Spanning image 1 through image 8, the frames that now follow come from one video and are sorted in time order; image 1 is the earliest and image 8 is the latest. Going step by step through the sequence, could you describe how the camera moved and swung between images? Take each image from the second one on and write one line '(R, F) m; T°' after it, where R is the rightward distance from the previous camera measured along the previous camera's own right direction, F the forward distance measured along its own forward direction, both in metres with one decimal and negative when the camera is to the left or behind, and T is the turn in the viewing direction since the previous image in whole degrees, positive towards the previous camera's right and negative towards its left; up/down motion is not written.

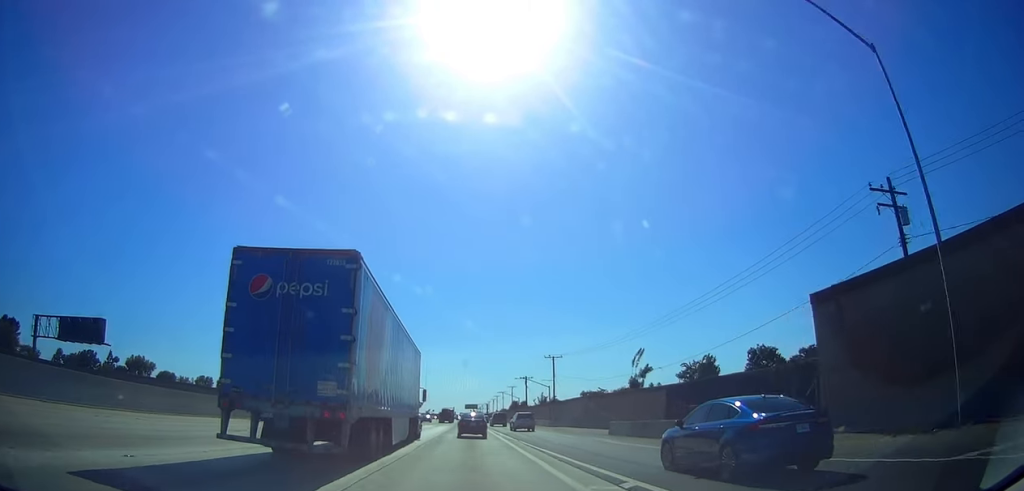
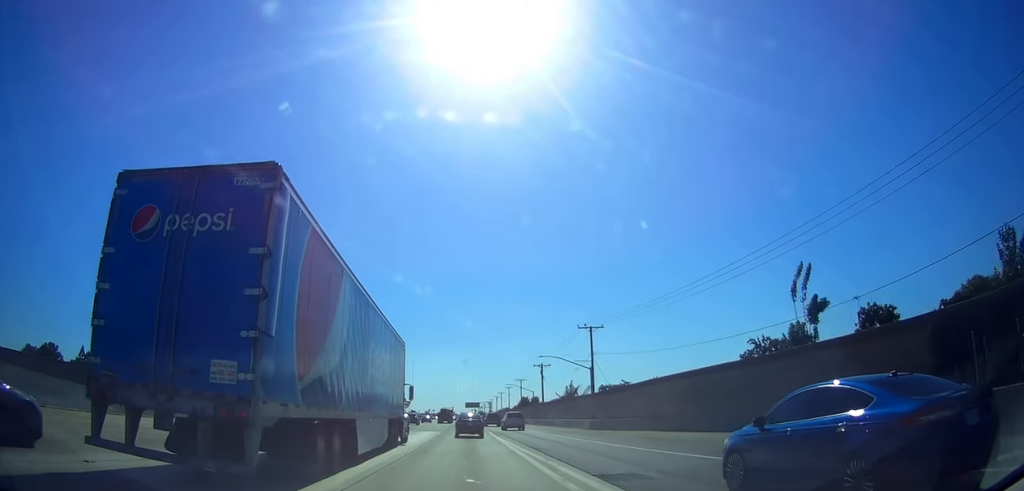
(0.0, +29.4) m; 0°
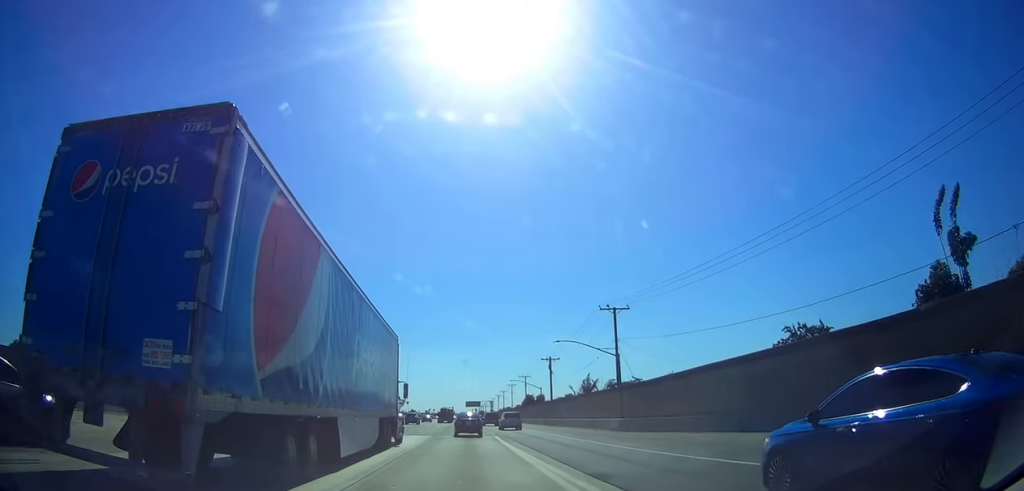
(0.0, +10.6) m; 0°
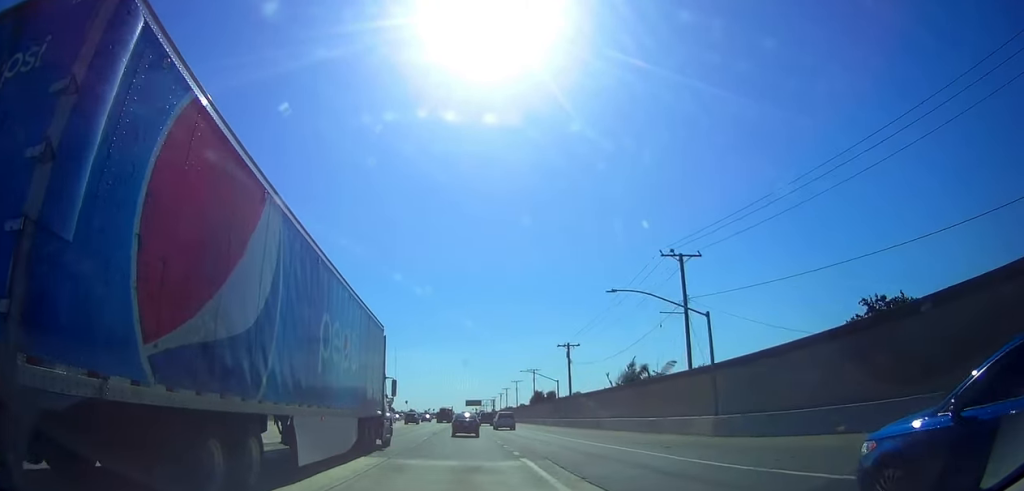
(0.0, +18.0) m; 0°
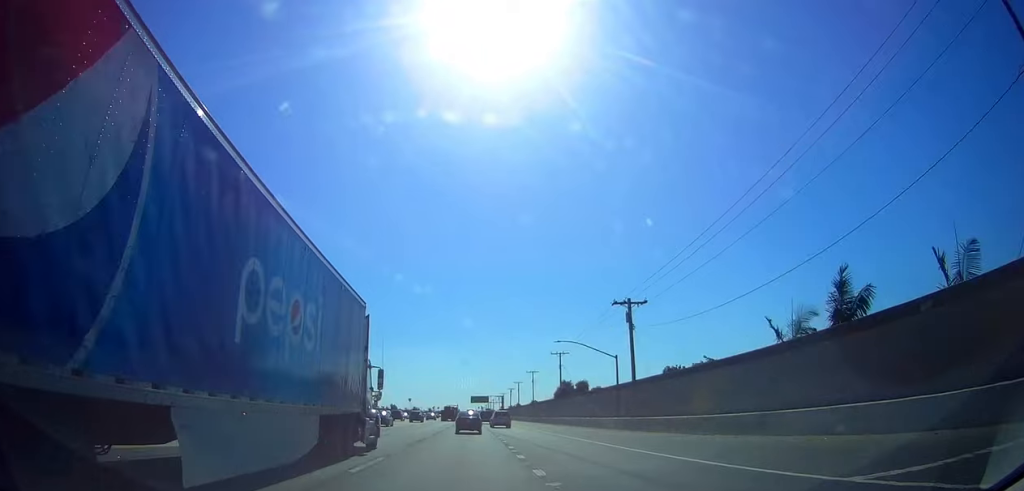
(0.0, +28.6) m; 0°
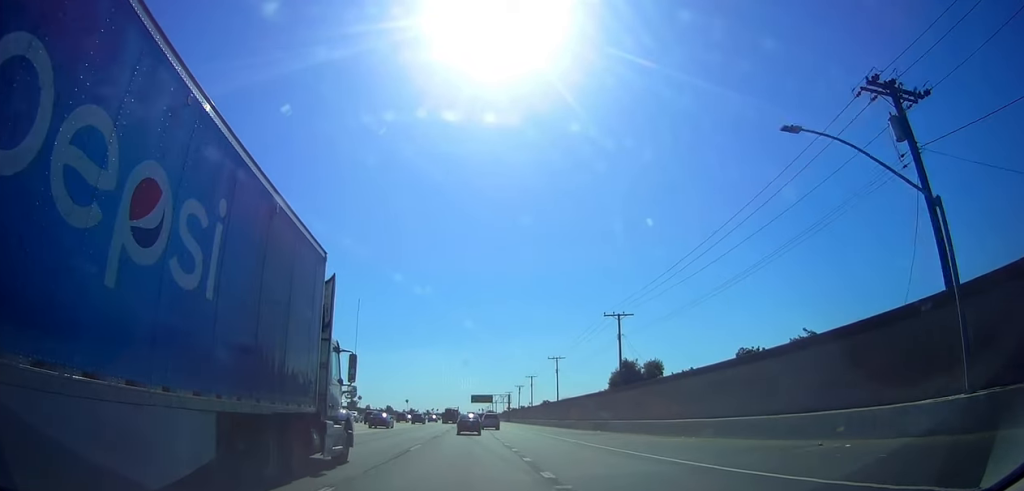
(0.0, +36.1) m; -1°
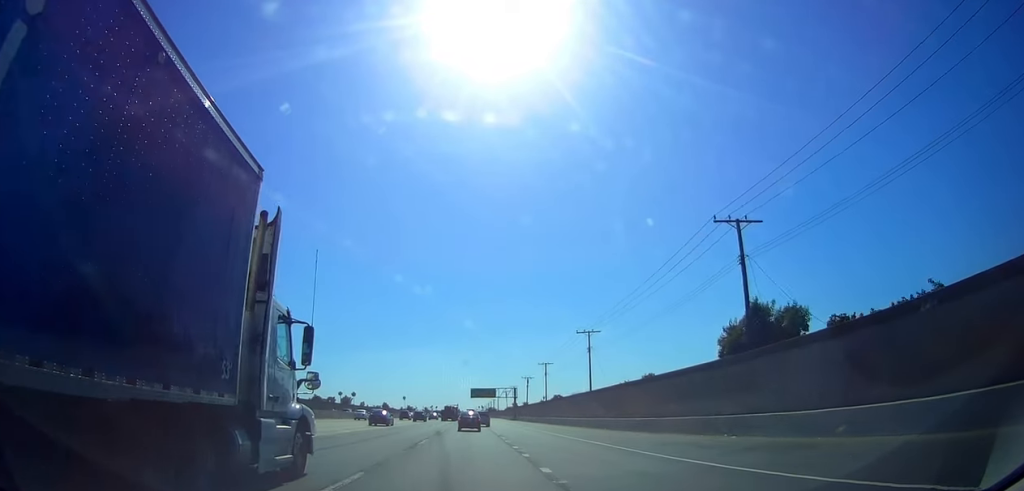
(-0.3, +26.4) m; -2°
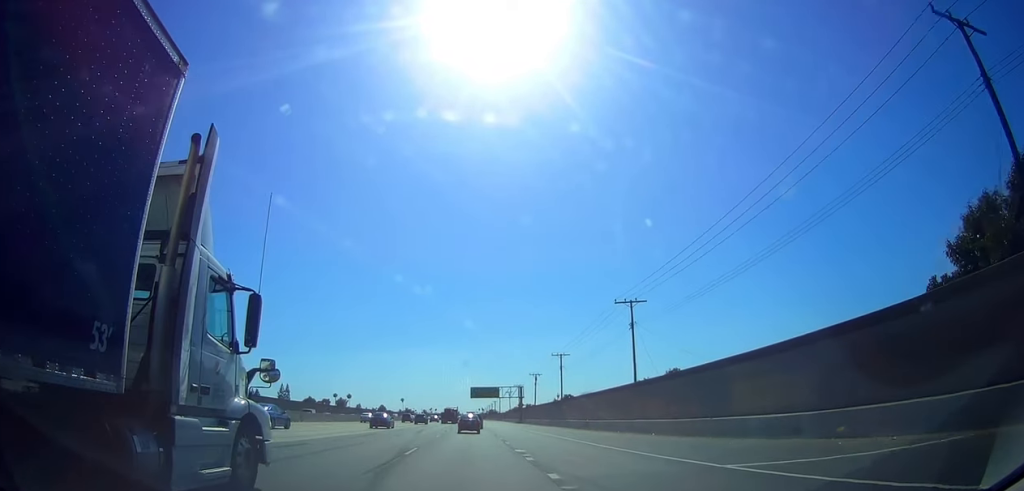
(-0.6, +19.0) m; 0°
